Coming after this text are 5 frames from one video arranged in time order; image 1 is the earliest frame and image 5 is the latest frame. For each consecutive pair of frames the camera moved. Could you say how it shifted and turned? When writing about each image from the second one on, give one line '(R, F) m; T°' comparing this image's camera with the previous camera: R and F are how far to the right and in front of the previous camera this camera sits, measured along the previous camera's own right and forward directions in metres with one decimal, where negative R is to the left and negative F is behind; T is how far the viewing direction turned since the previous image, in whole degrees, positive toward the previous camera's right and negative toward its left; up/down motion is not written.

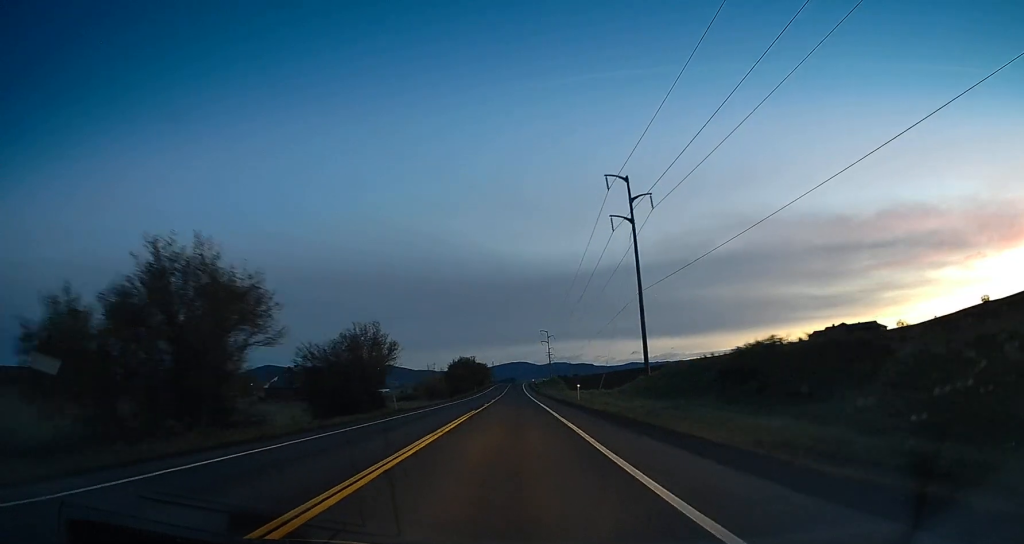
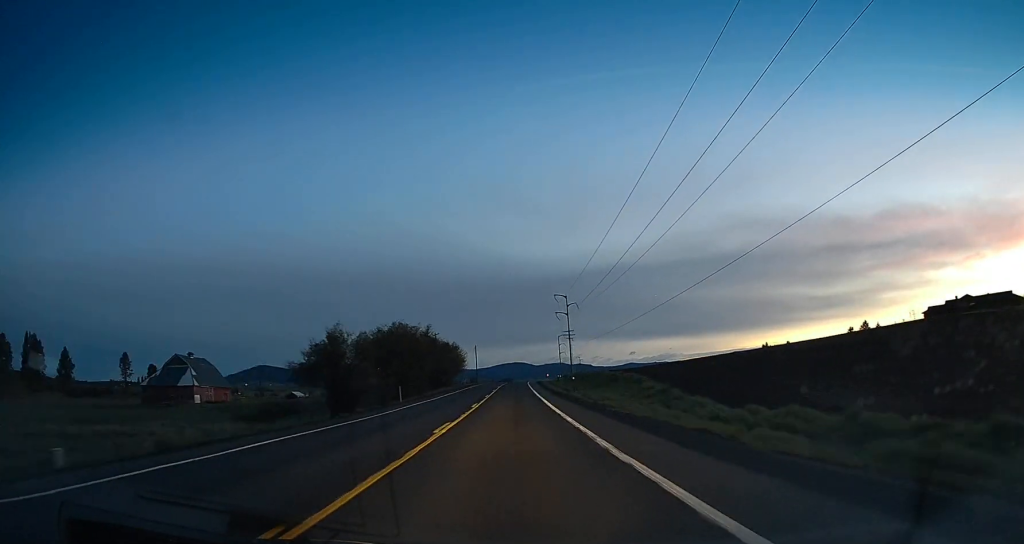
(-1.2, +87.2) m; 0°
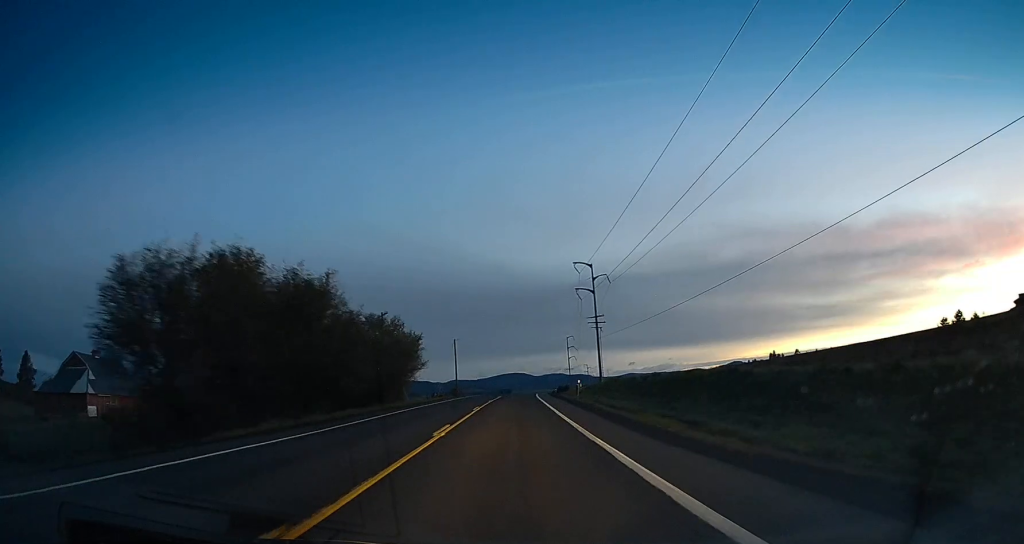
(-0.5, +44.5) m; -2°
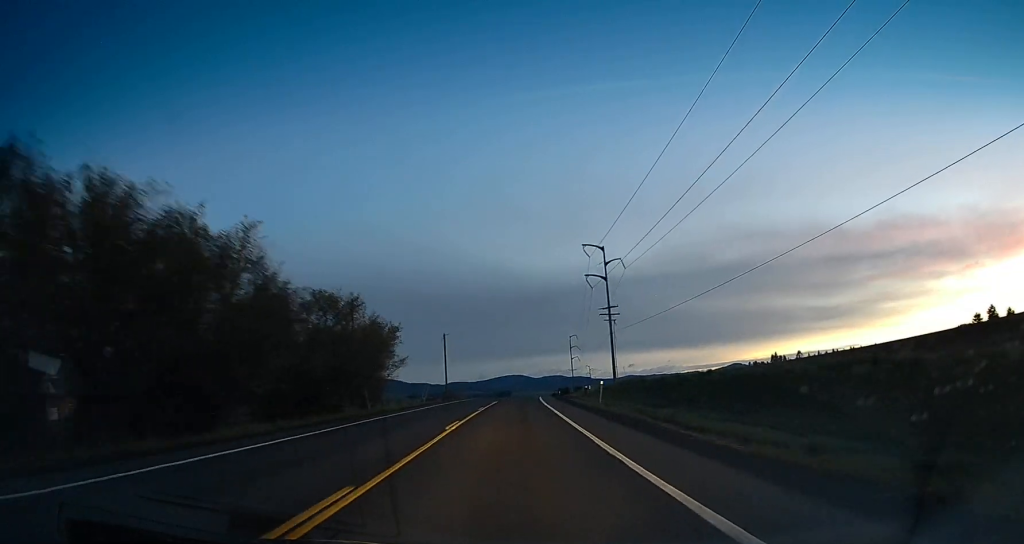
(+0.1, +12.3) m; 0°
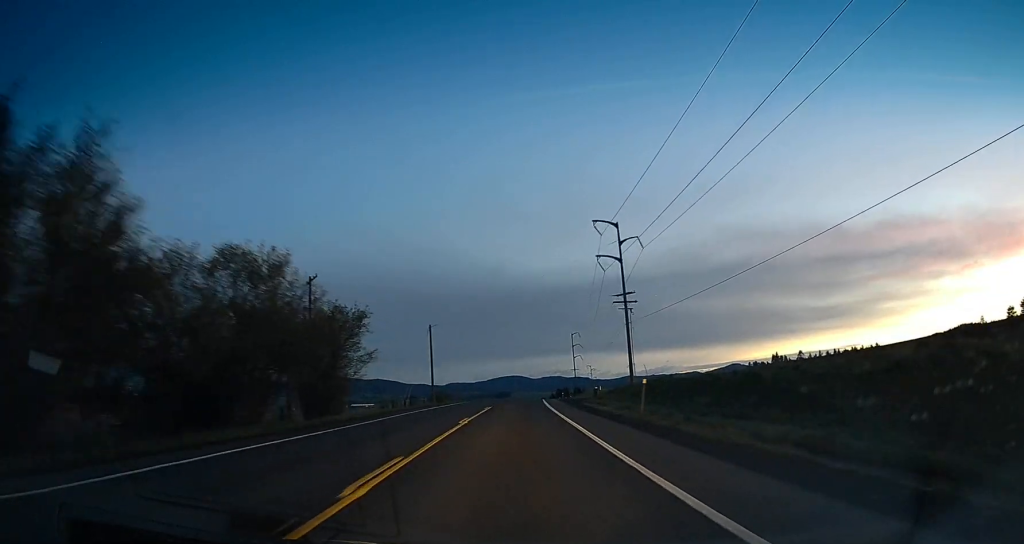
(+0.1, +11.4) m; 0°
